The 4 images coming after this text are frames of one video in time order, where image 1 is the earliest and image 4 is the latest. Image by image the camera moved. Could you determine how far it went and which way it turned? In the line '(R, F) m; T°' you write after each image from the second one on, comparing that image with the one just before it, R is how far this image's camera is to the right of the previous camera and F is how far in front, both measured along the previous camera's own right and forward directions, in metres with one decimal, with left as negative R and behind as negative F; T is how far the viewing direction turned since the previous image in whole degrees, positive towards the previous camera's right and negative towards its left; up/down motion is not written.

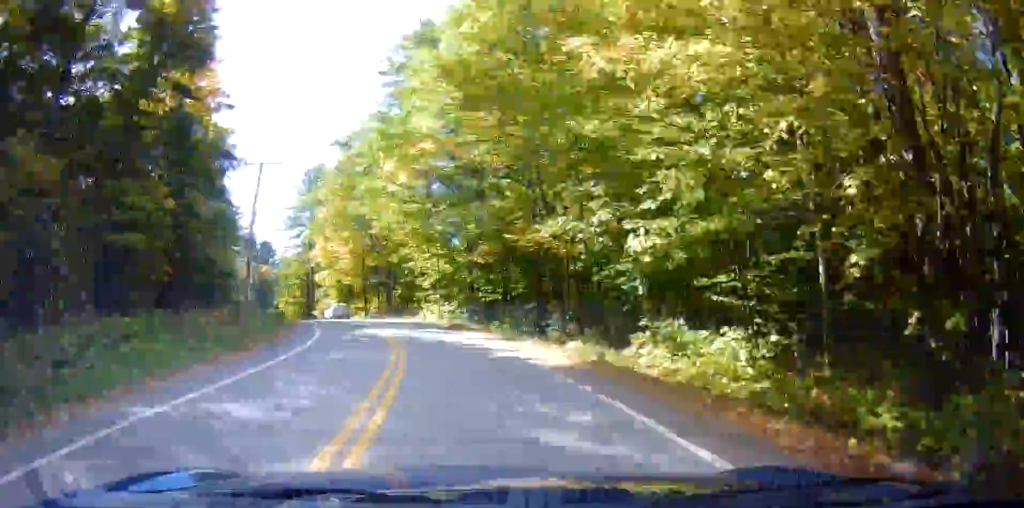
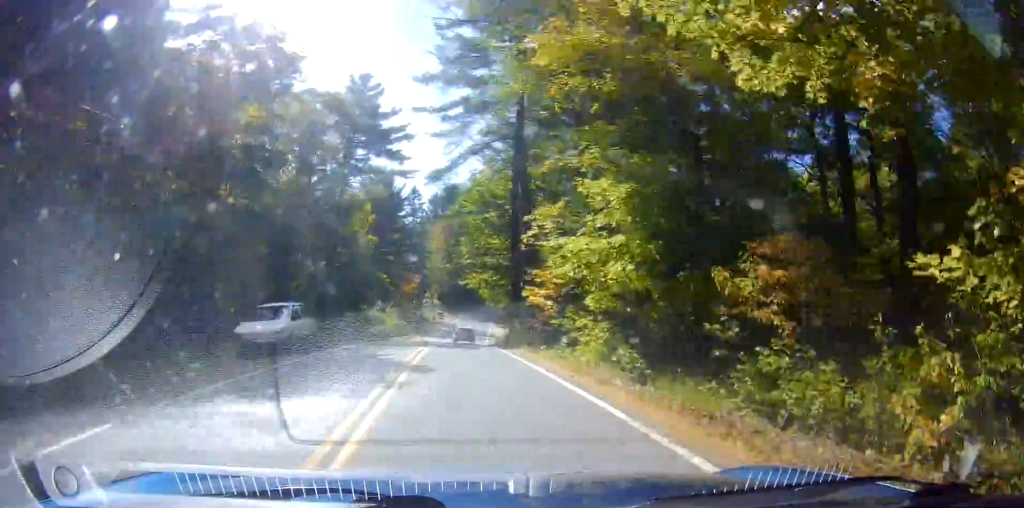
(-10.1, +61.2) m; -16°
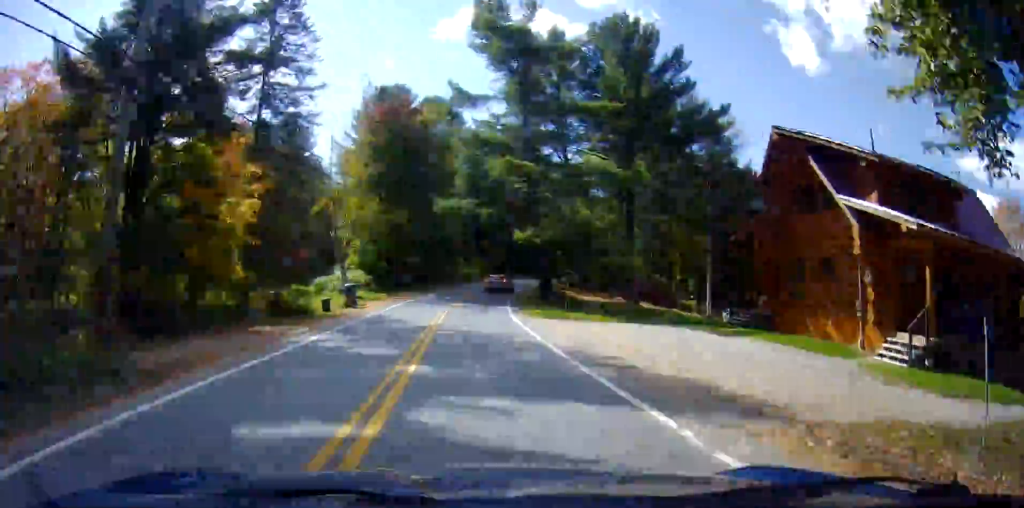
(+0.8, +66.8) m; +2°
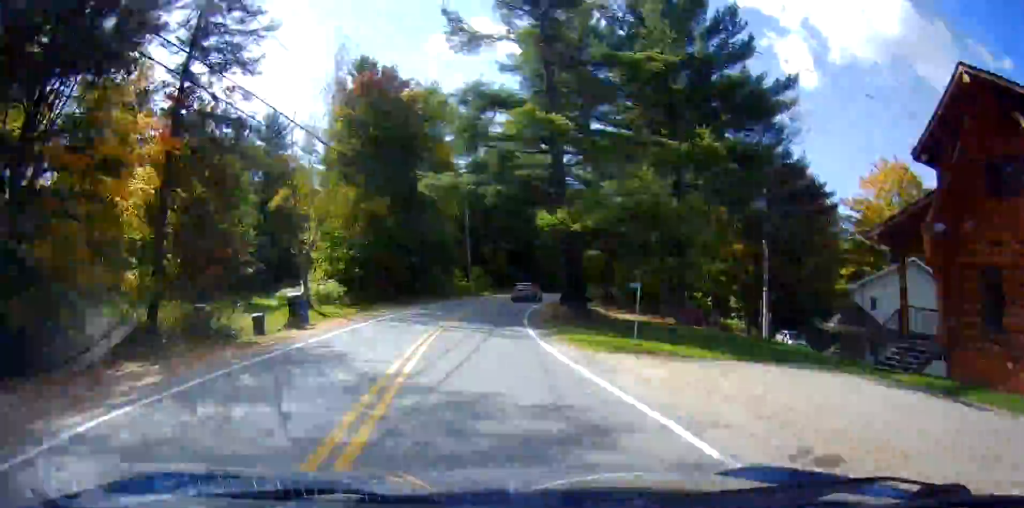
(-0.4, +10.7) m; 0°
